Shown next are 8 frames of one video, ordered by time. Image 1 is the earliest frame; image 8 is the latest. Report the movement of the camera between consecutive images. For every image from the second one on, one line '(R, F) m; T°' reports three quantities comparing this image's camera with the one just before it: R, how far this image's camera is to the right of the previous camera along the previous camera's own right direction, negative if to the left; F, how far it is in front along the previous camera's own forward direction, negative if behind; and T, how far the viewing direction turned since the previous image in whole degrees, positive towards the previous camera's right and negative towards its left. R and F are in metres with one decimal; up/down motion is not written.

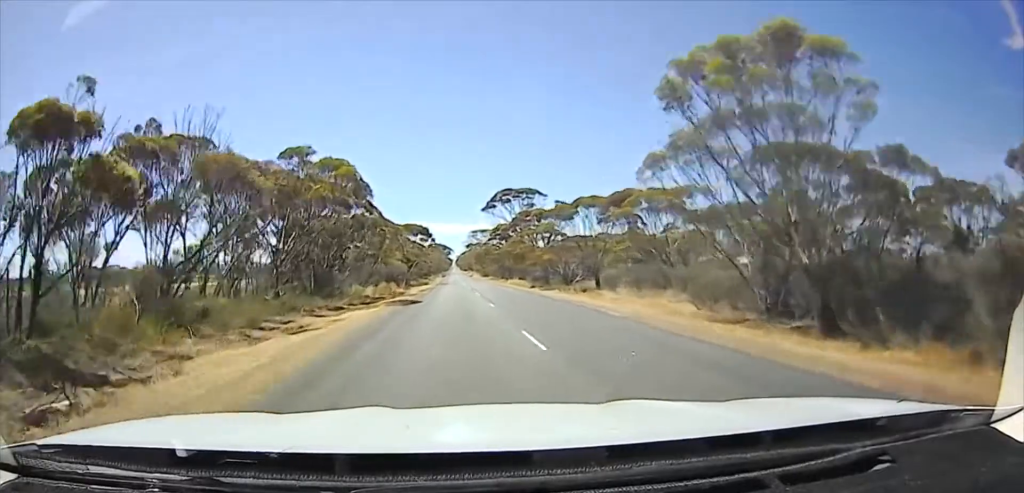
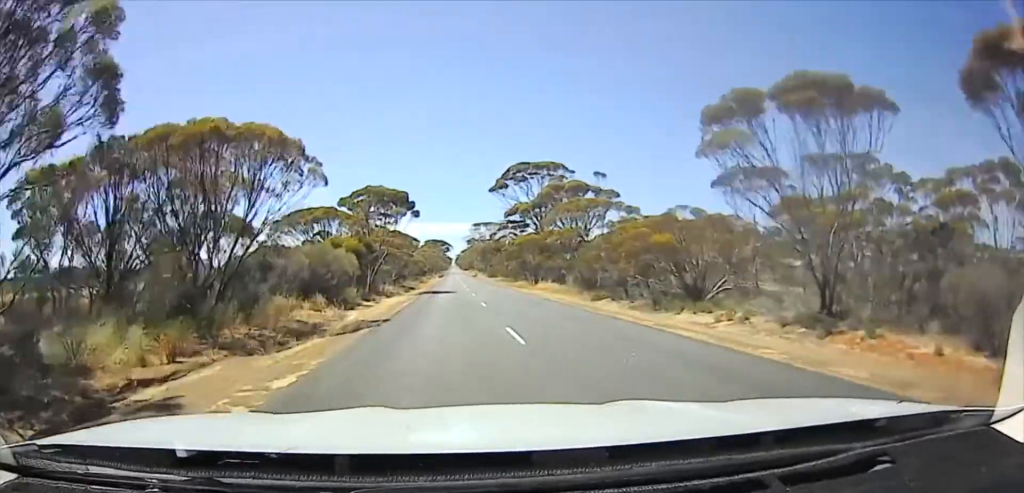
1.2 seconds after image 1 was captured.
(+0.1, +42.4) m; 0°
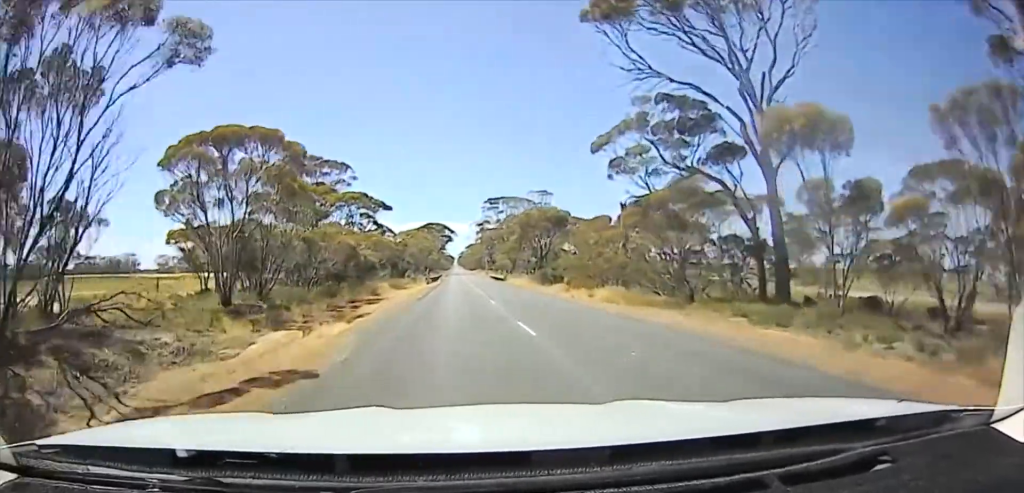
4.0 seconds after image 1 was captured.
(+0.3, +105.9) m; 0°
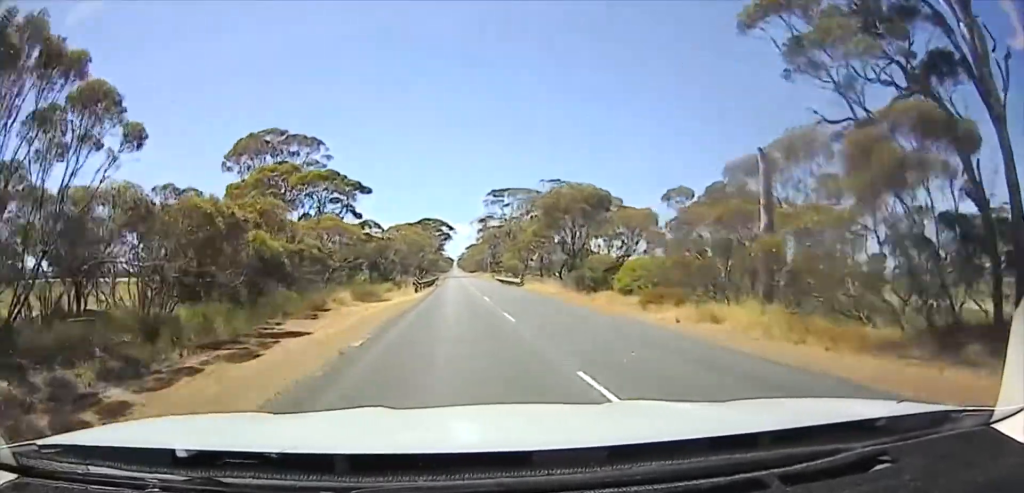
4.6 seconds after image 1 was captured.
(0.0, +22.8) m; 0°
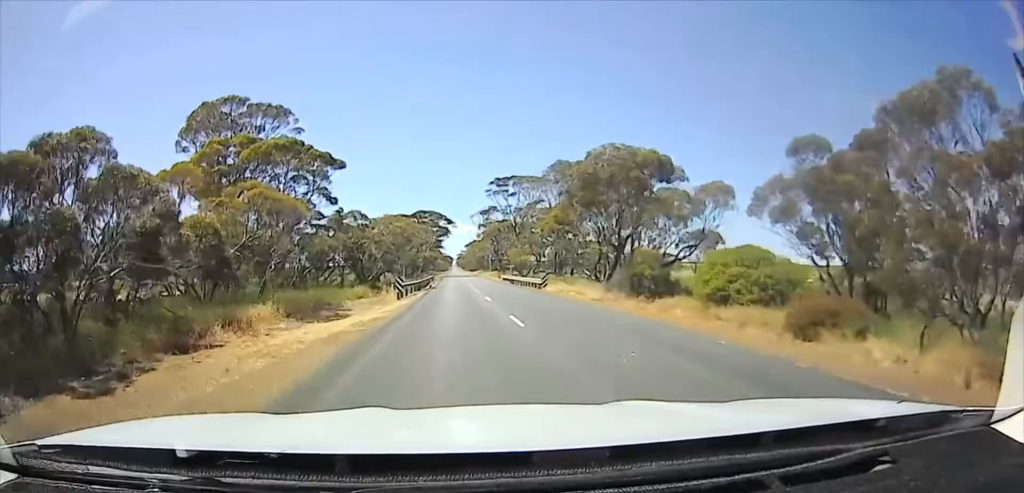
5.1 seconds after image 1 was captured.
(0.0, +14.8) m; 0°
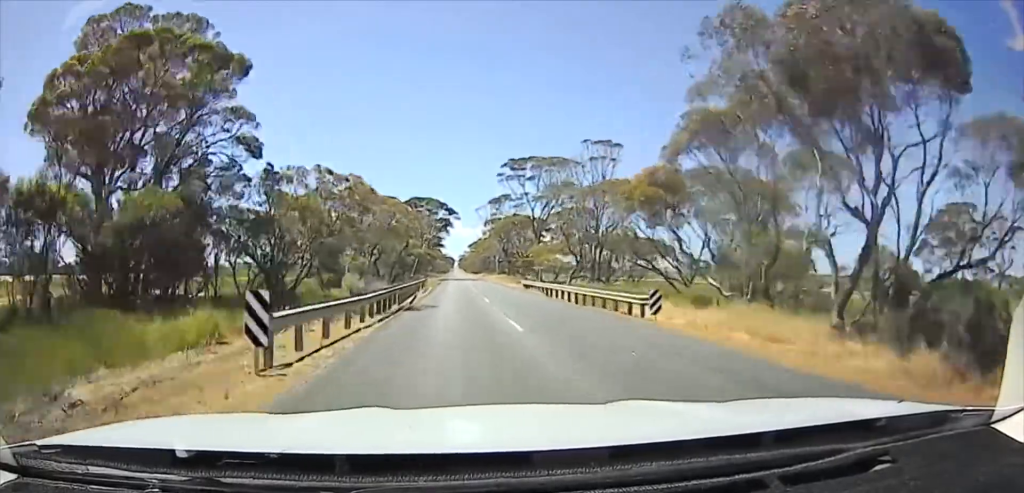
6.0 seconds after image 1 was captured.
(0.0, +26.7) m; 0°
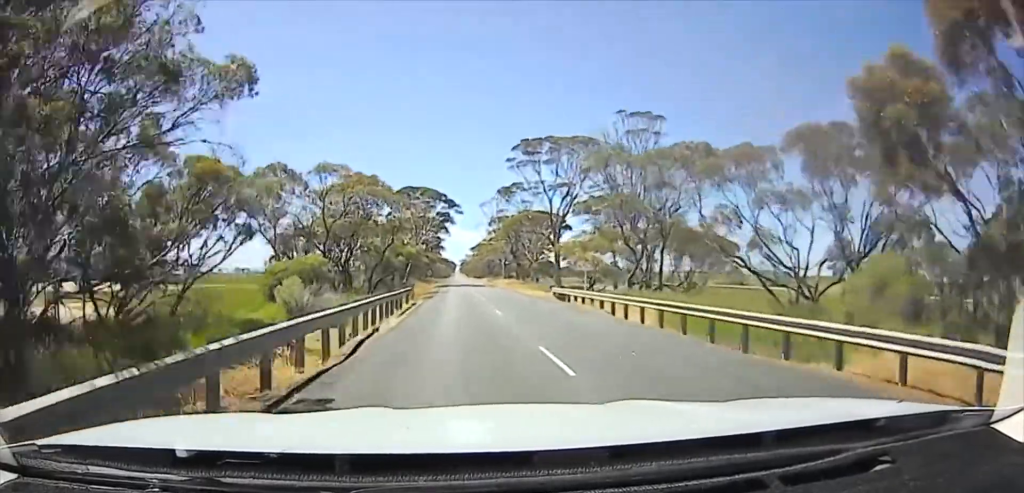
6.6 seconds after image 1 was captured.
(0.0, +17.7) m; 0°
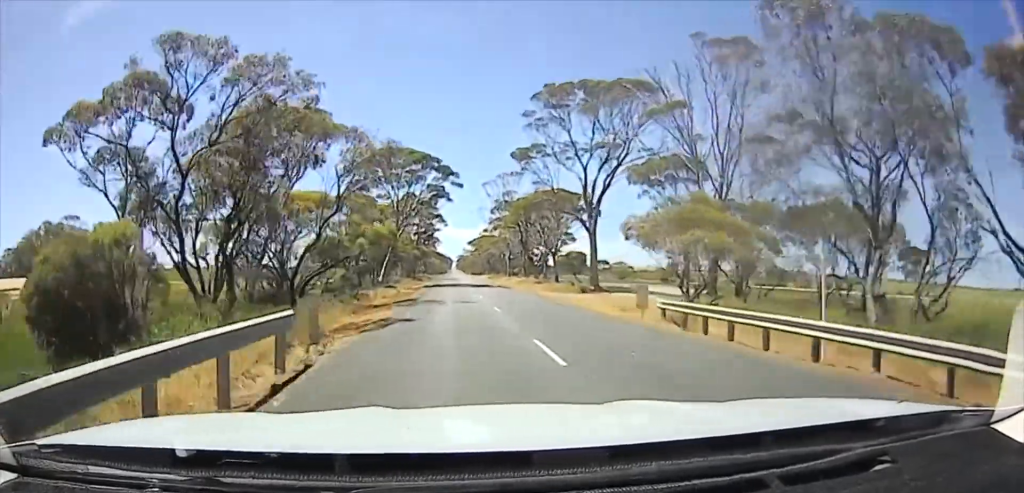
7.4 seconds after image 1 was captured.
(0.0, +20.9) m; 0°
